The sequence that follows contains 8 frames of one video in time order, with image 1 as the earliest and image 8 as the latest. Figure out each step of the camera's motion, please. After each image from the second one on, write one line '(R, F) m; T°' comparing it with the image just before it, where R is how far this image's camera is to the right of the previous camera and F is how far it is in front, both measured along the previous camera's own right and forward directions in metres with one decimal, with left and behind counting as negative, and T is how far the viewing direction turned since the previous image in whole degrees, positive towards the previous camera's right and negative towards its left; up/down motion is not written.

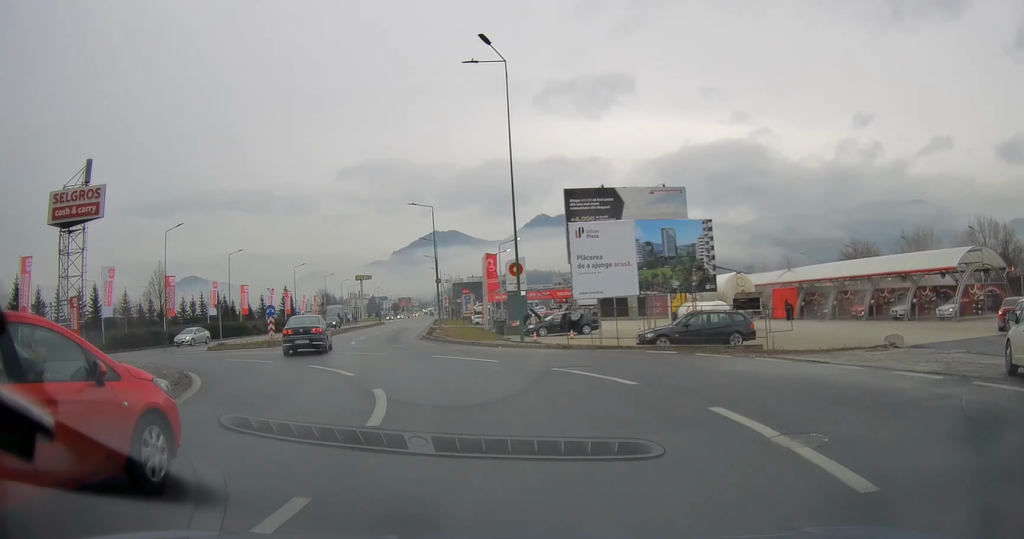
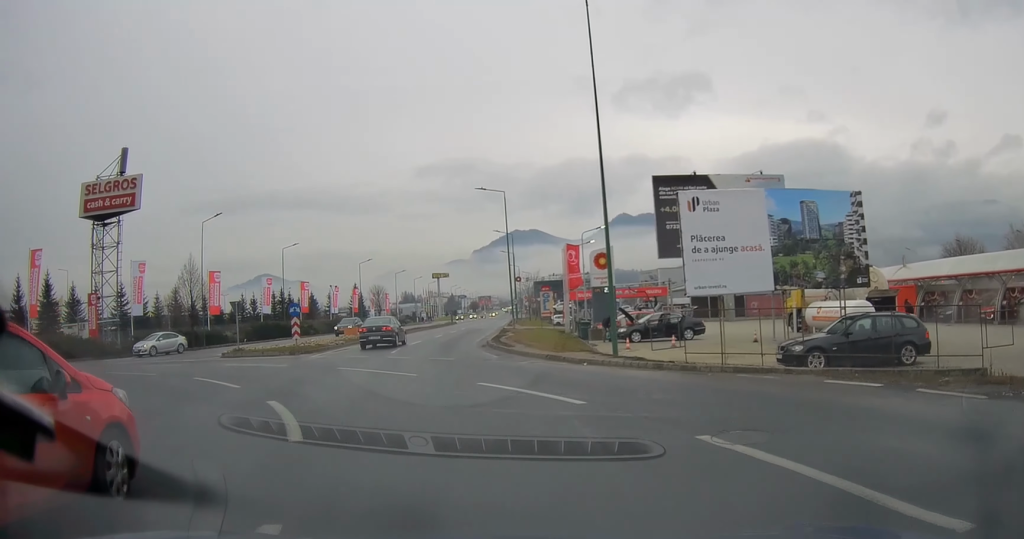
(-0.1, +7.1) m; -7°
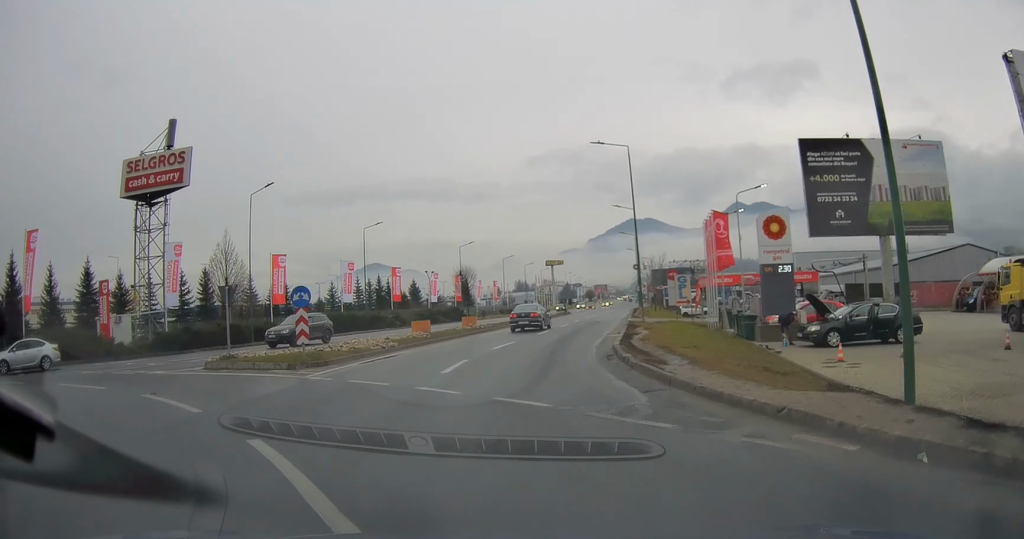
(-1.3, +10.4) m; -11°
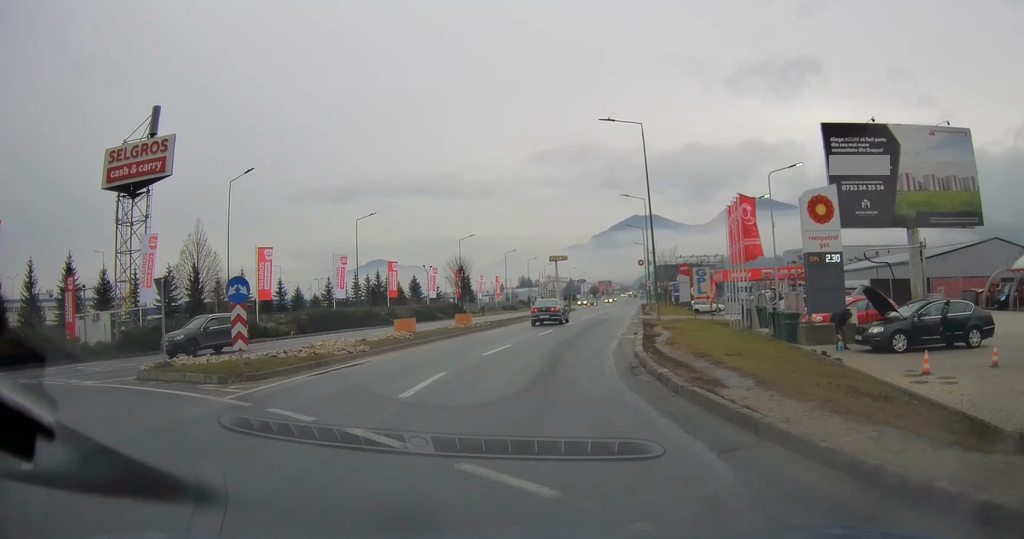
(-0.1, +4.2) m; 0°
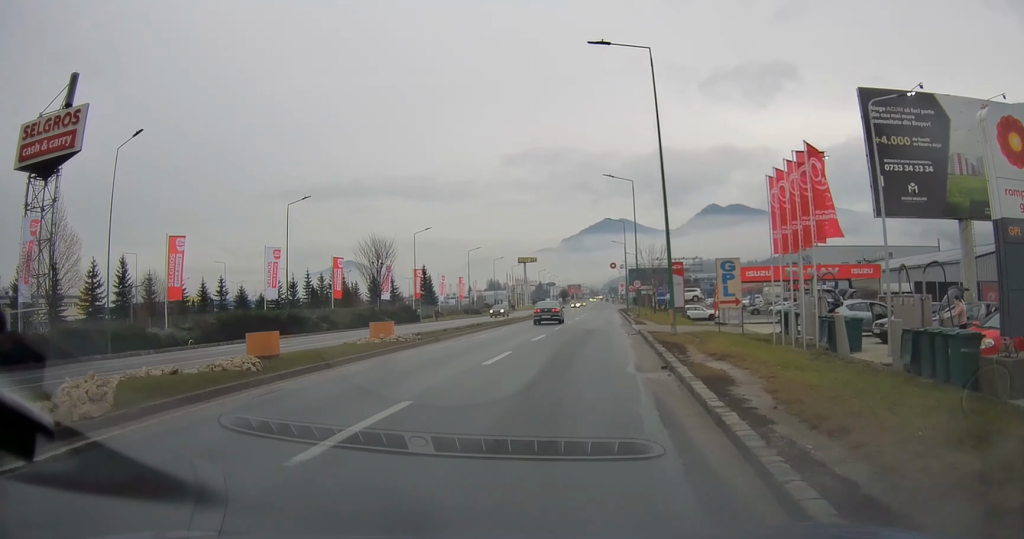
(+0.2, +11.7) m; +2°
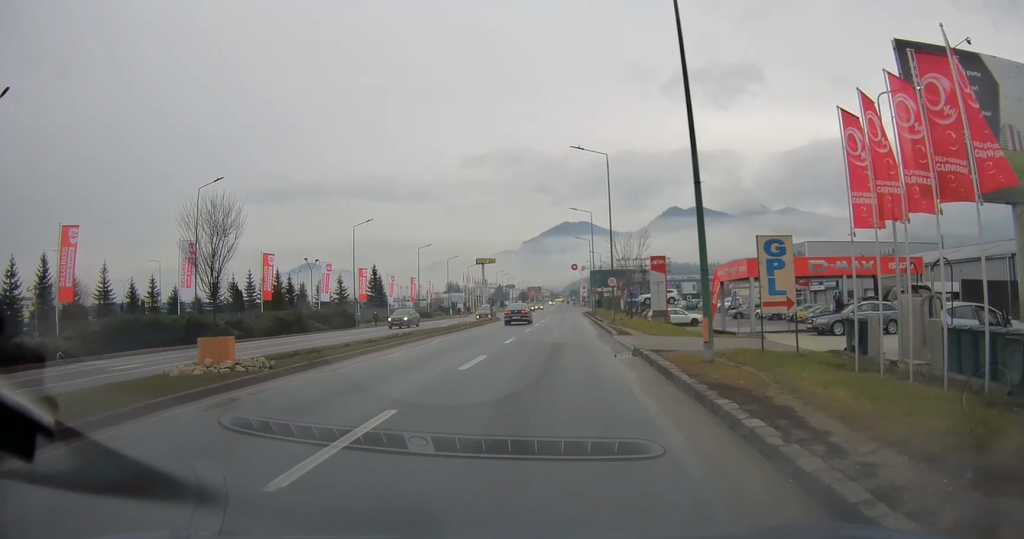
(+0.1, +10.0) m; +2°
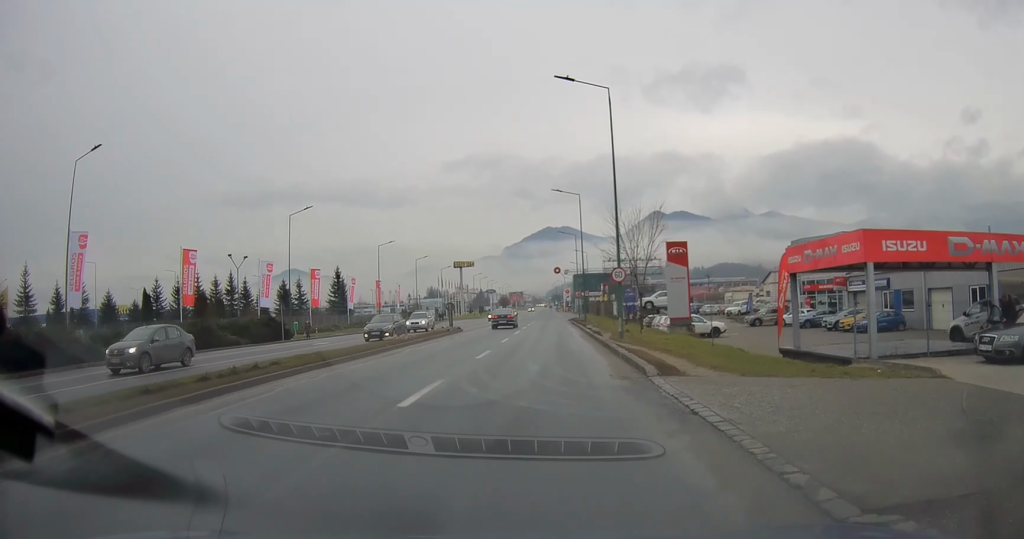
(+0.5, +13.3) m; +3°
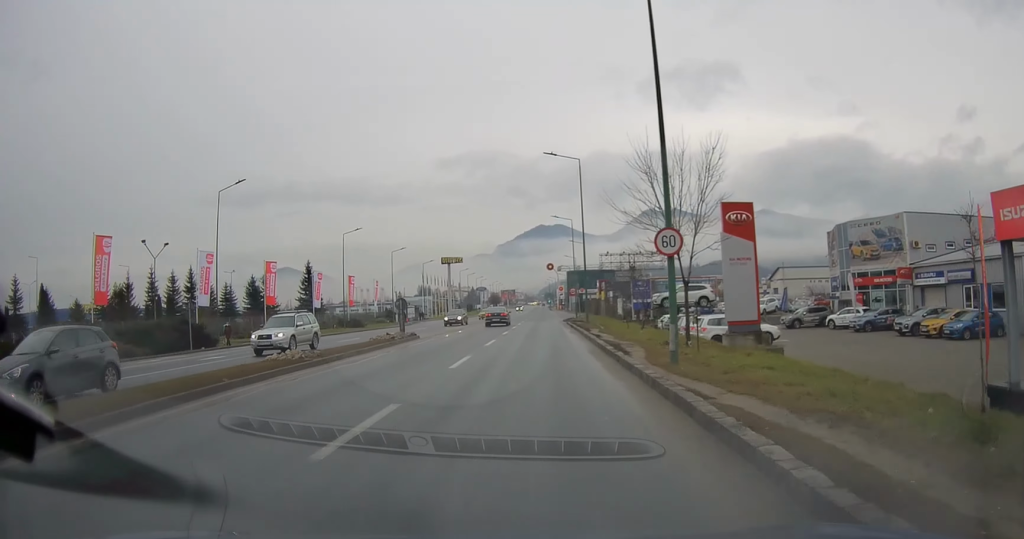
(+0.1, +12.2) m; 0°
